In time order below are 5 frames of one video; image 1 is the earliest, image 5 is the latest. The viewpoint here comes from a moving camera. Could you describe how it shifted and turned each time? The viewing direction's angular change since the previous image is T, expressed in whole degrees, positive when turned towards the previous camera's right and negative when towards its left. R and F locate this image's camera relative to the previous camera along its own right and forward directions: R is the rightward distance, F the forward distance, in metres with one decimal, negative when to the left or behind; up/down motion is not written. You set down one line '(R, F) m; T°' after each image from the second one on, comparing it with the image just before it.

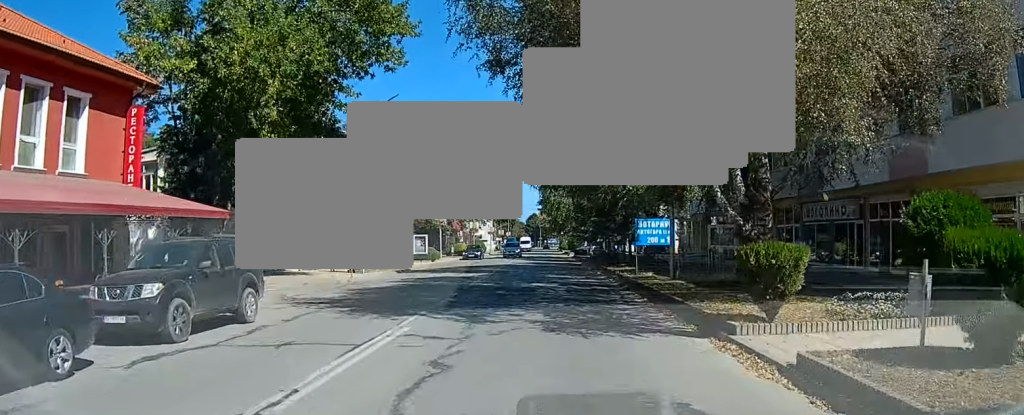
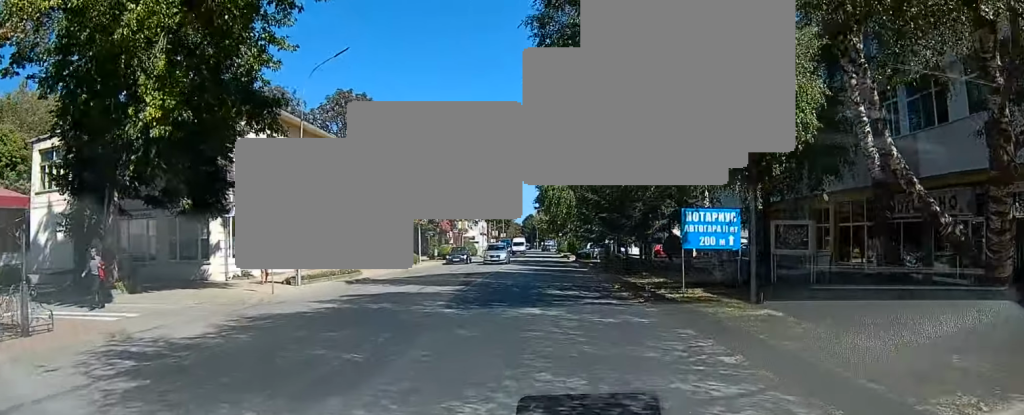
(0.0, +9.0) m; 0°
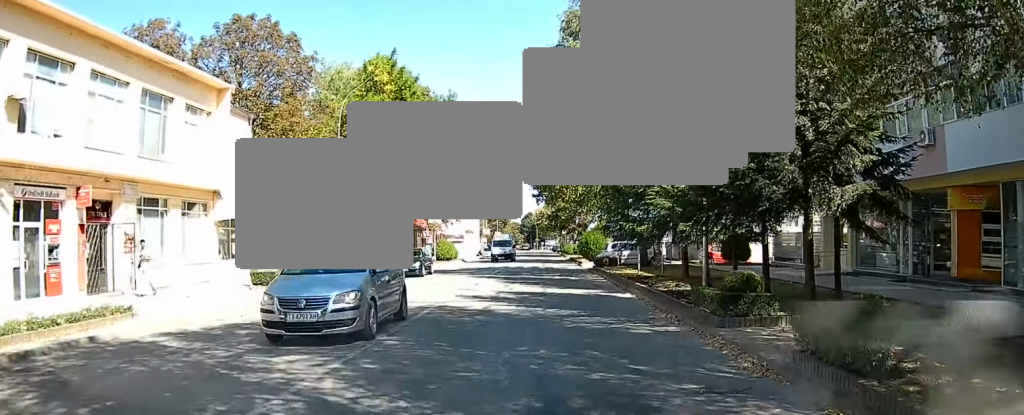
(+0.1, +20.1) m; 0°
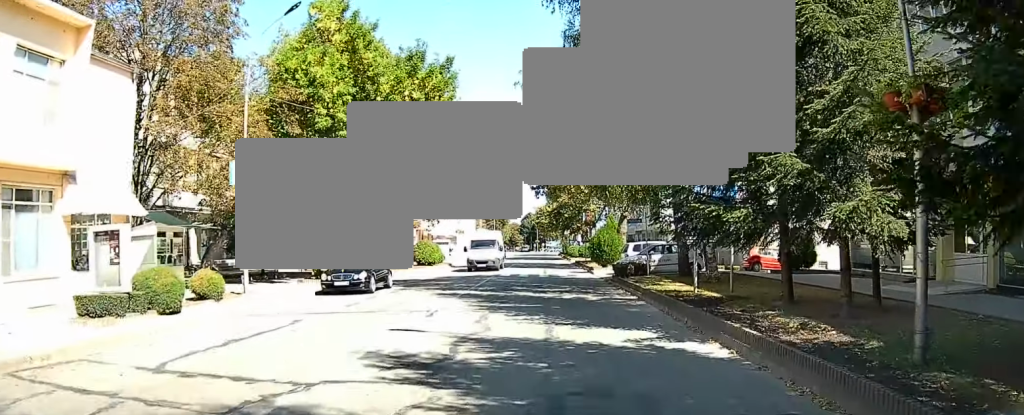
(0.0, +10.2) m; 0°
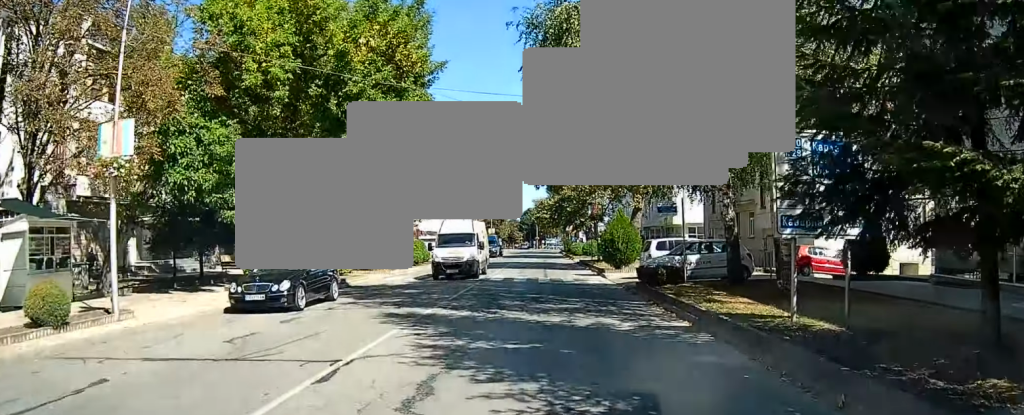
(0.0, +7.0) m; 0°
